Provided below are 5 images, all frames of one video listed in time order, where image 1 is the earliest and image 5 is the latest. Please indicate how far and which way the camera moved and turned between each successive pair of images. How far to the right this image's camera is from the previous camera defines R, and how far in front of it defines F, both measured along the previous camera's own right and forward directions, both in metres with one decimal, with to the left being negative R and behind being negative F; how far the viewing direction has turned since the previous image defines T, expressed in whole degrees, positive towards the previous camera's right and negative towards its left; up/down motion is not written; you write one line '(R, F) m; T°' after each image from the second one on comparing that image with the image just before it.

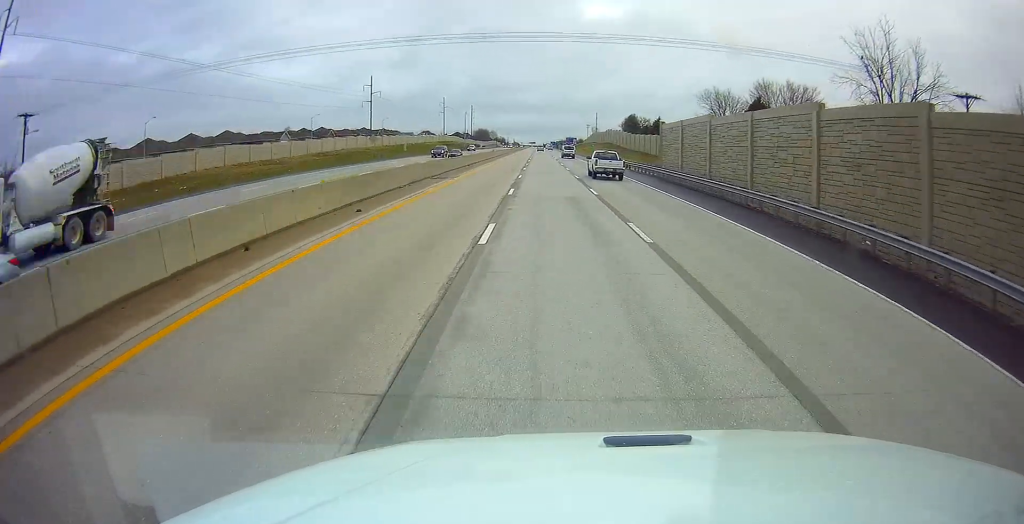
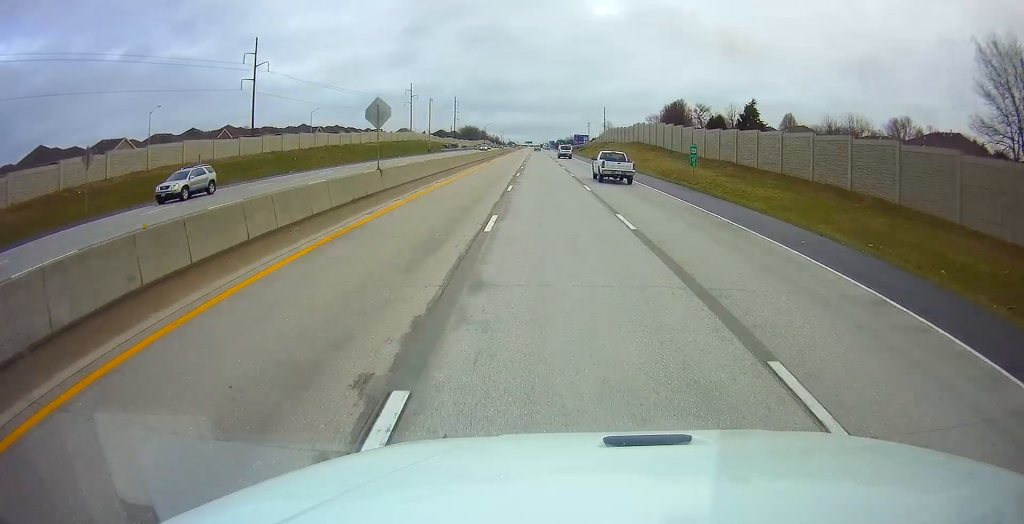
(-1.5, +71.1) m; -1°
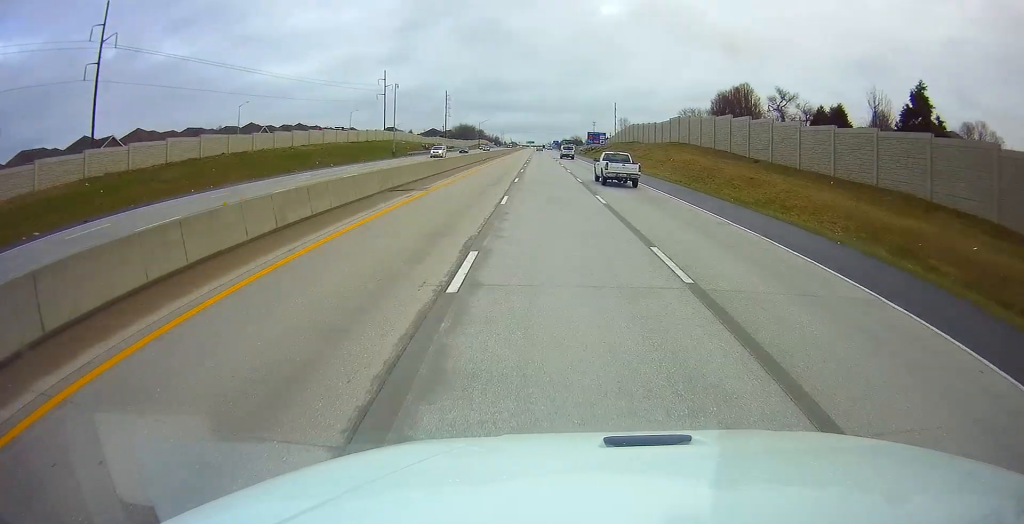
(0.0, +42.2) m; 0°
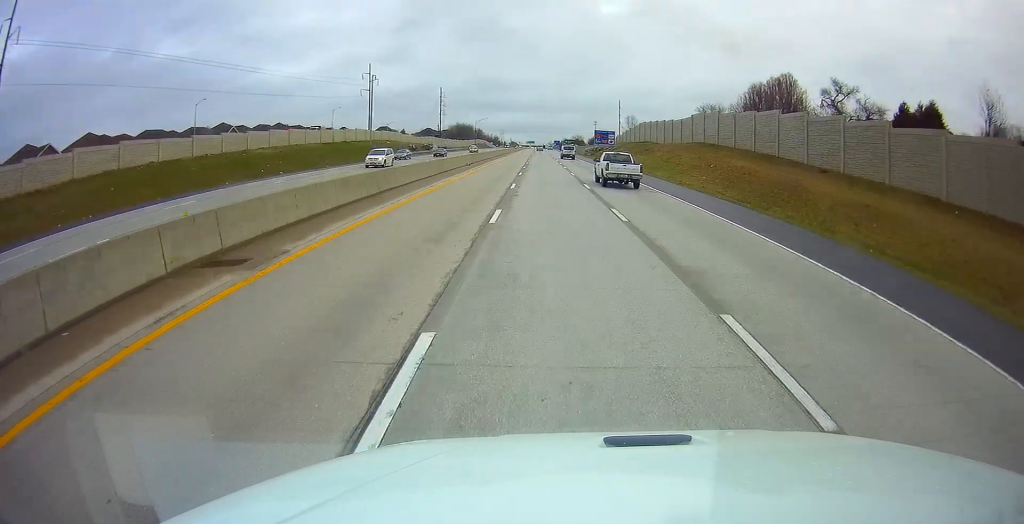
(0.0, +17.1) m; 0°
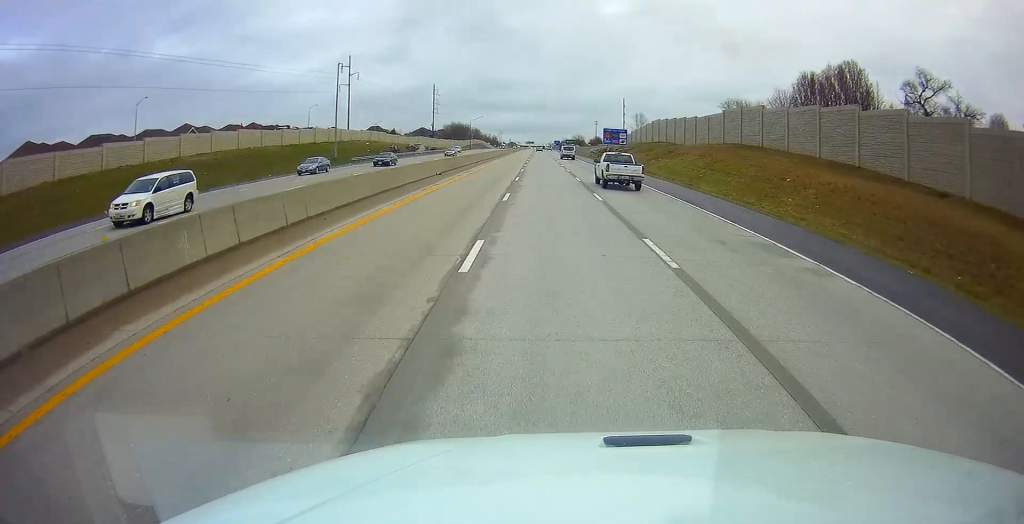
(-0.1, +18.1) m; +1°
